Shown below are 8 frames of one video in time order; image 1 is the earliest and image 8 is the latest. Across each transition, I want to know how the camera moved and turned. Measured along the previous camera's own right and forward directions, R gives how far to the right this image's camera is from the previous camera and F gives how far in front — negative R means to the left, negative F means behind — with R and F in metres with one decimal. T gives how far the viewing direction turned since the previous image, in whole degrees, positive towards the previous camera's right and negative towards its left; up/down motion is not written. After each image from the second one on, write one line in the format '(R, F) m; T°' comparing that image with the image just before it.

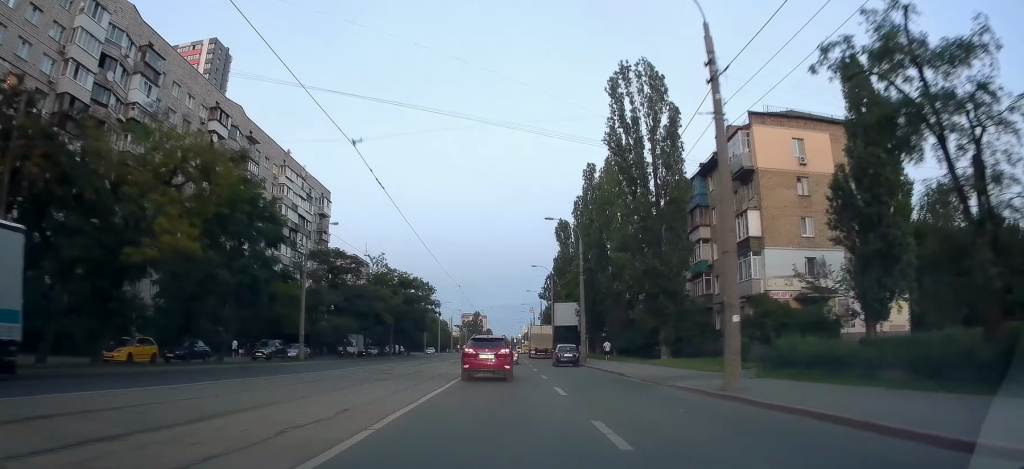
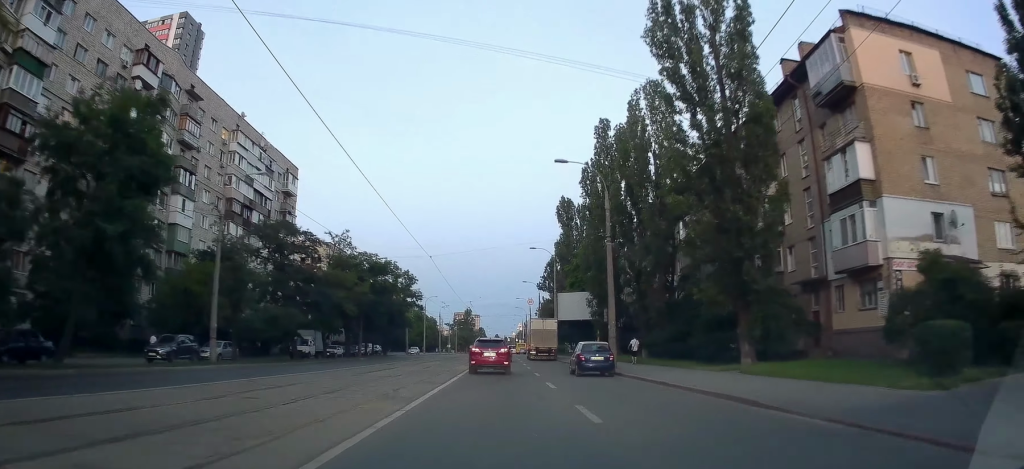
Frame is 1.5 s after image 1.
(+0.1, +15.0) m; +1°
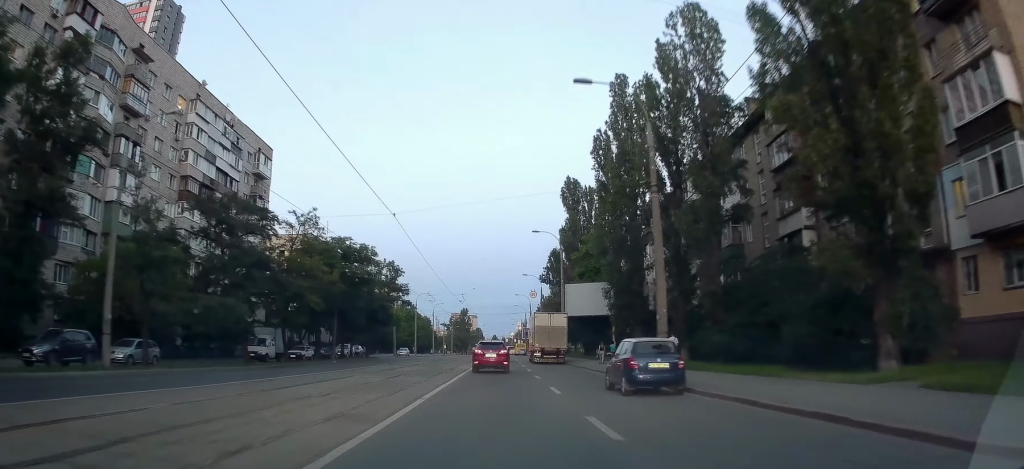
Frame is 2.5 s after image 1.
(-0.2, +10.5) m; +1°
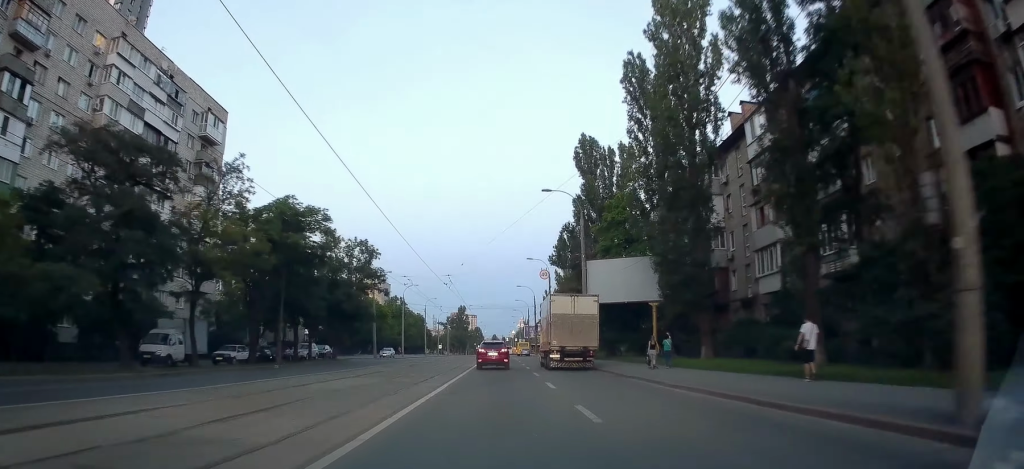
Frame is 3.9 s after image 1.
(+0.4, +15.1) m; 0°
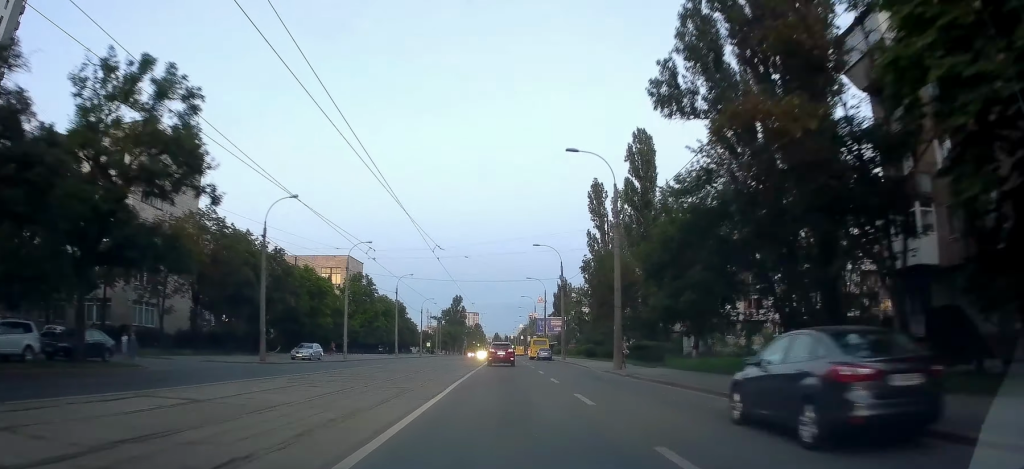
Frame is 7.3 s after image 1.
(-0.3, +41.2) m; 0°
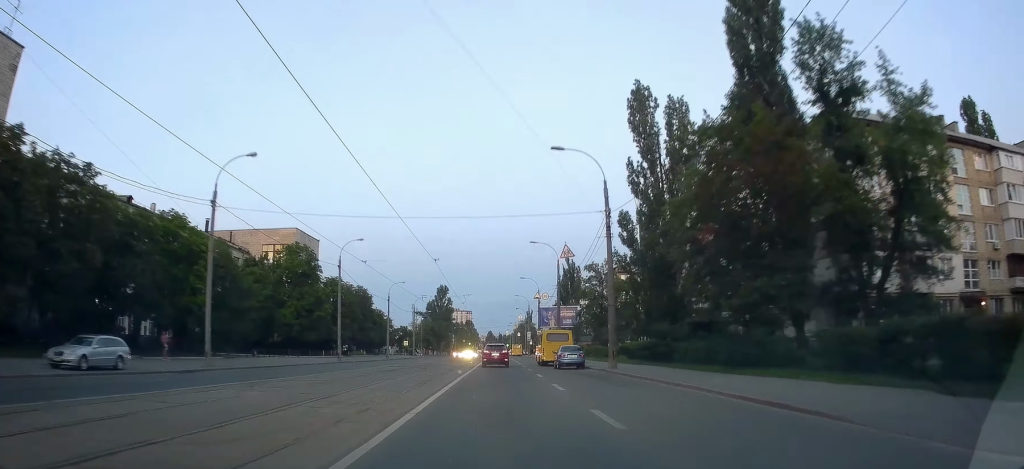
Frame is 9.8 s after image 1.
(+0.7, +31.1) m; +2°
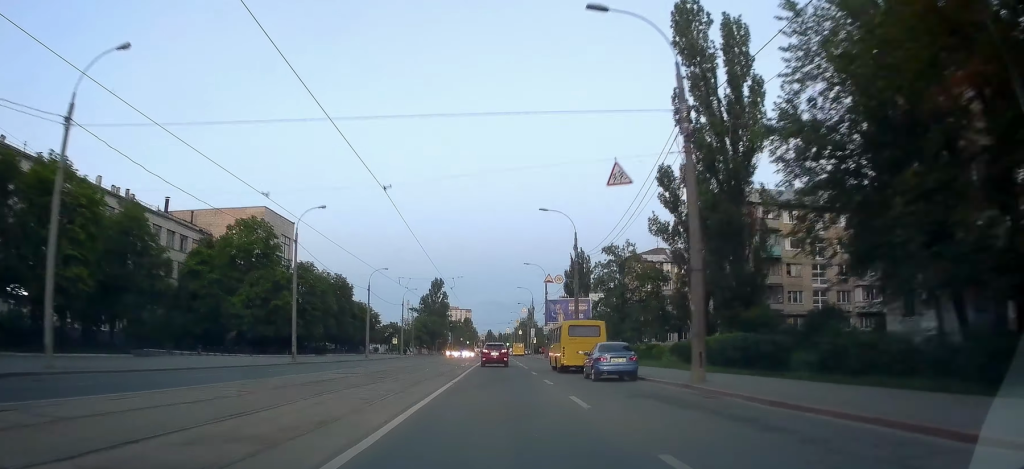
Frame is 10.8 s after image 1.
(0.0, +13.8) m; +1°
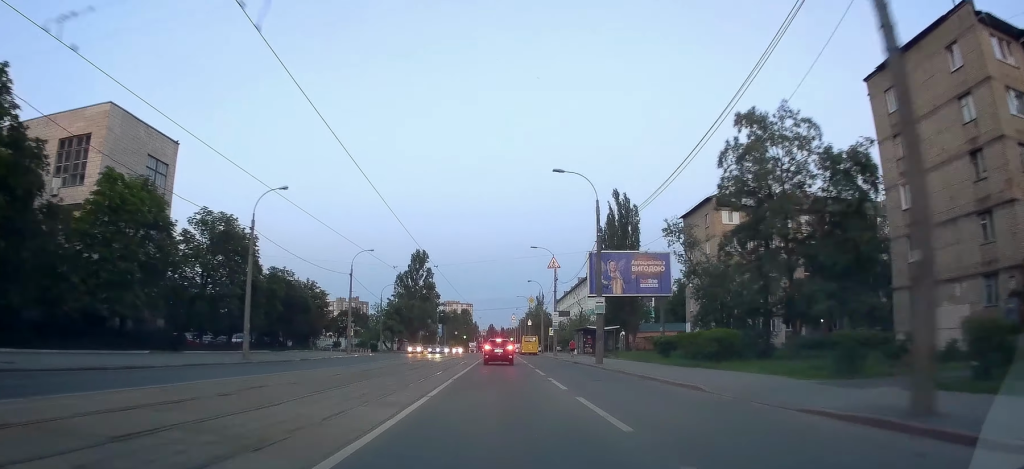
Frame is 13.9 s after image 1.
(+0.8, +39.8) m; +1°
